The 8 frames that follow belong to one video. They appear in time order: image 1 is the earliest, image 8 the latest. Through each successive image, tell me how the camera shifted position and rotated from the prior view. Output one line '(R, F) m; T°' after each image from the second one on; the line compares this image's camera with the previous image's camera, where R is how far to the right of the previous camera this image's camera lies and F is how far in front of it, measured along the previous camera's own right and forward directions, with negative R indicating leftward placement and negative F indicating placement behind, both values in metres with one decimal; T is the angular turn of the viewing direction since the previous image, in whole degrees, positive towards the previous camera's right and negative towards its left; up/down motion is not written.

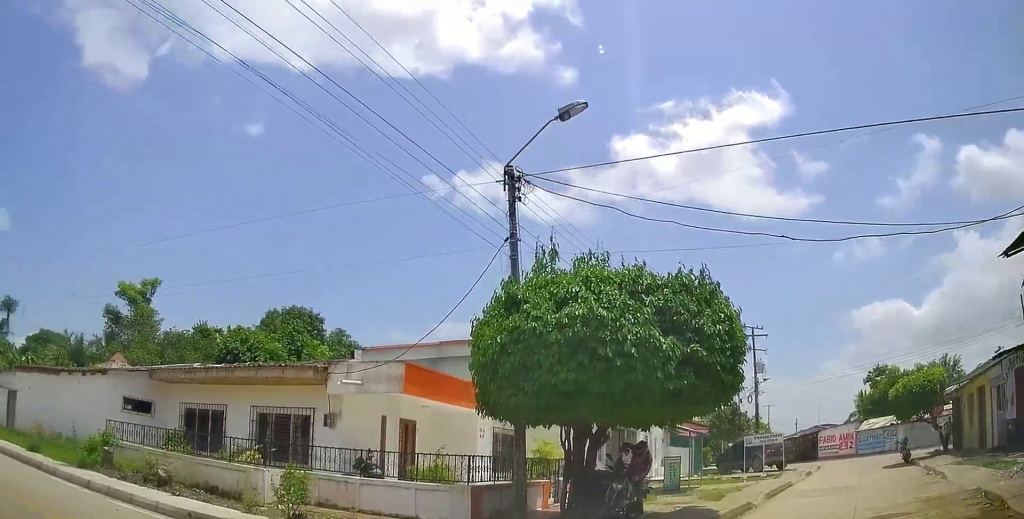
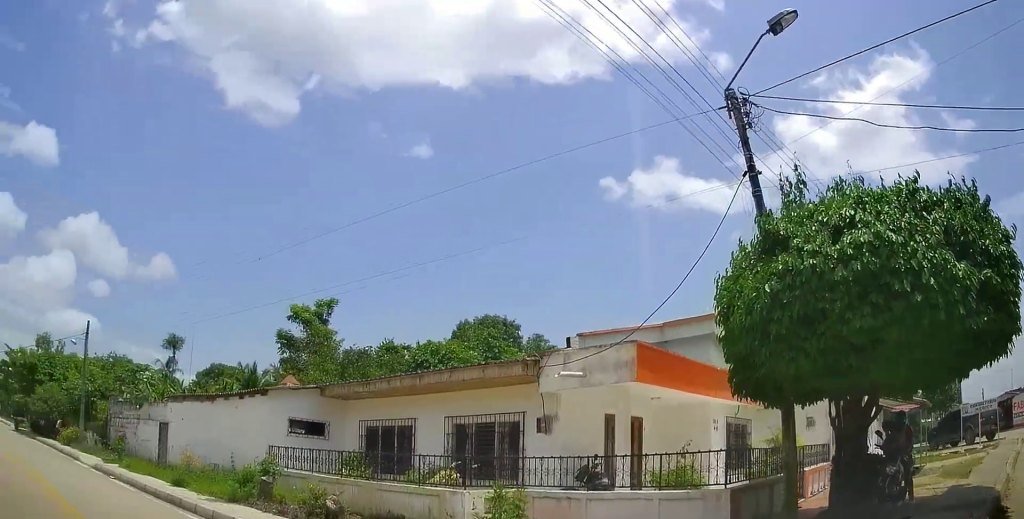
(-0.2, +2.0) m; -19°
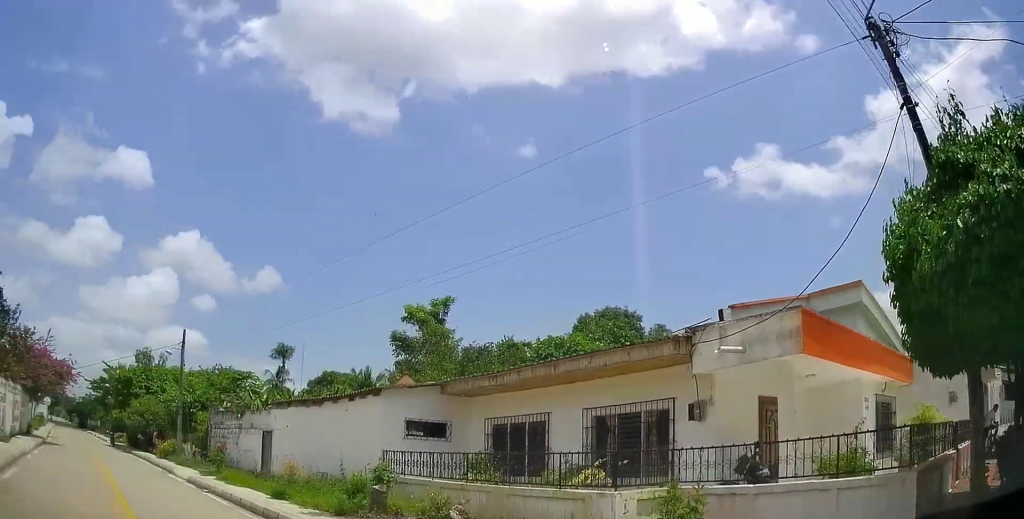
(0.0, +1.2) m; -12°
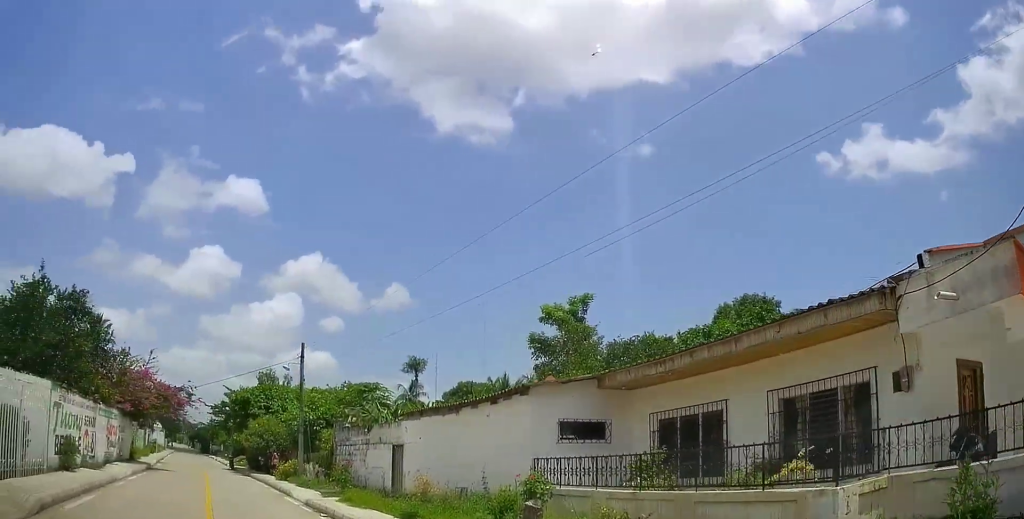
(-0.5, +1.6) m; -17°
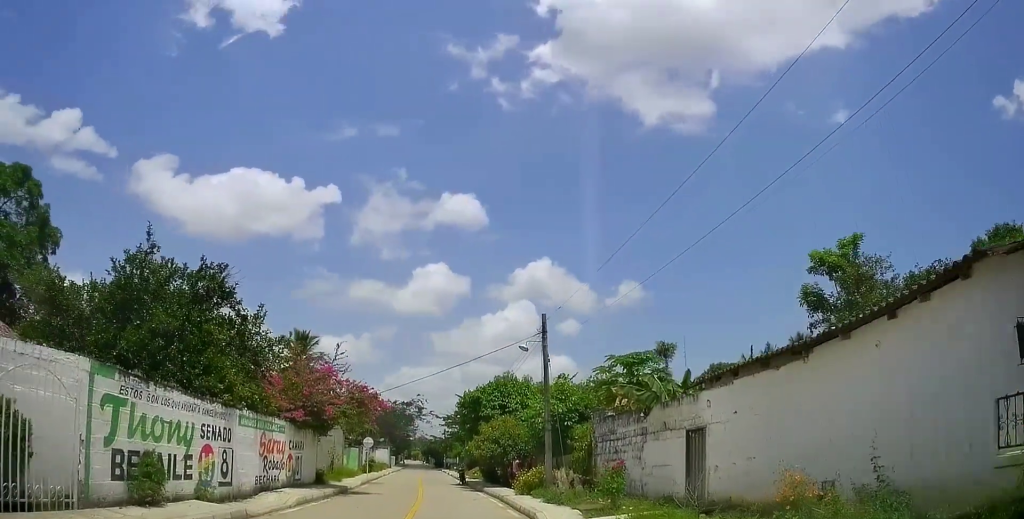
(-1.6, +5.1) m; -24°
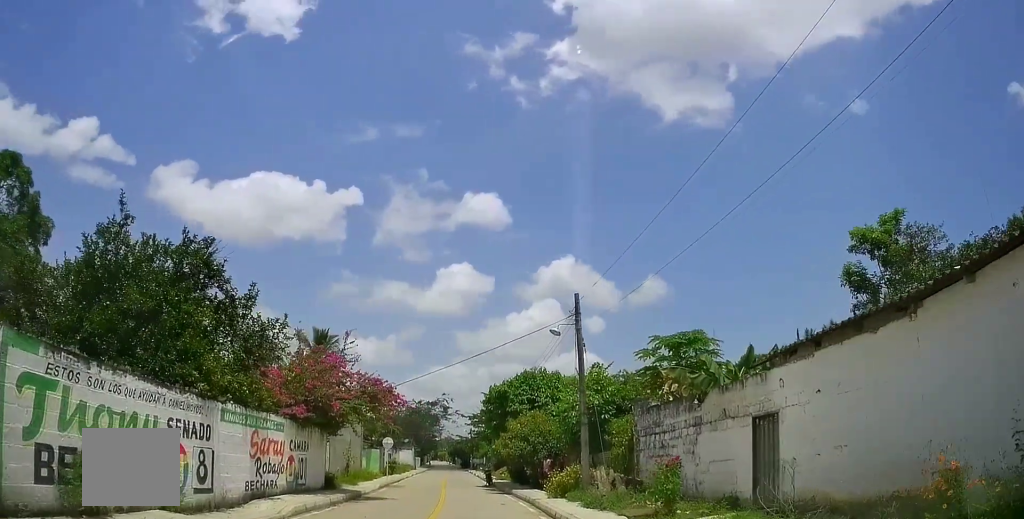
(0.0, +2.2) m; -2°
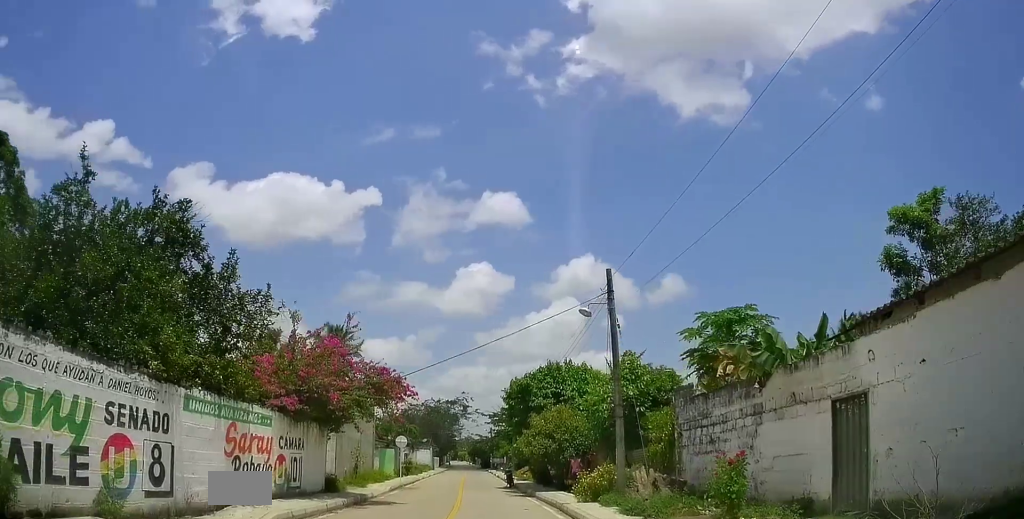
(0.0, +2.2) m; -2°
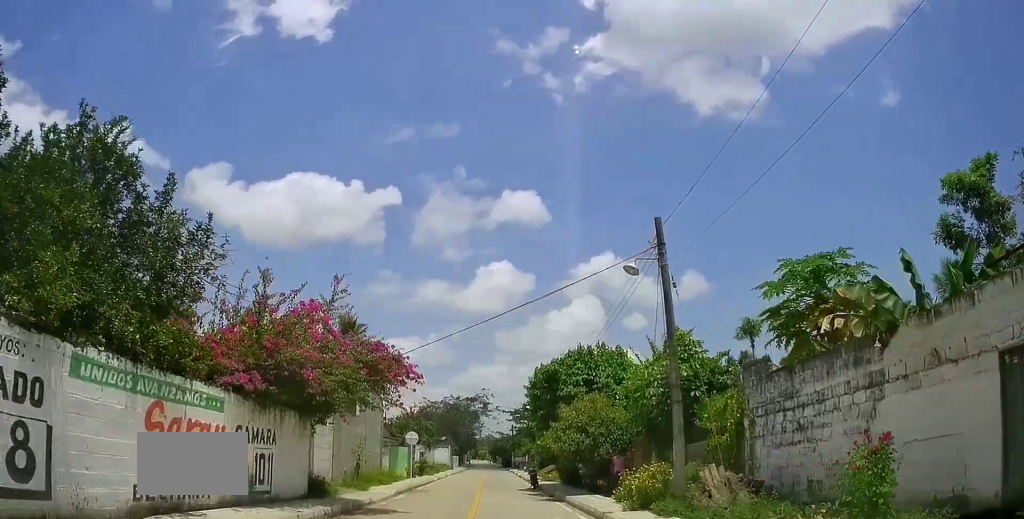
(-0.2, +3.6) m; -2°
